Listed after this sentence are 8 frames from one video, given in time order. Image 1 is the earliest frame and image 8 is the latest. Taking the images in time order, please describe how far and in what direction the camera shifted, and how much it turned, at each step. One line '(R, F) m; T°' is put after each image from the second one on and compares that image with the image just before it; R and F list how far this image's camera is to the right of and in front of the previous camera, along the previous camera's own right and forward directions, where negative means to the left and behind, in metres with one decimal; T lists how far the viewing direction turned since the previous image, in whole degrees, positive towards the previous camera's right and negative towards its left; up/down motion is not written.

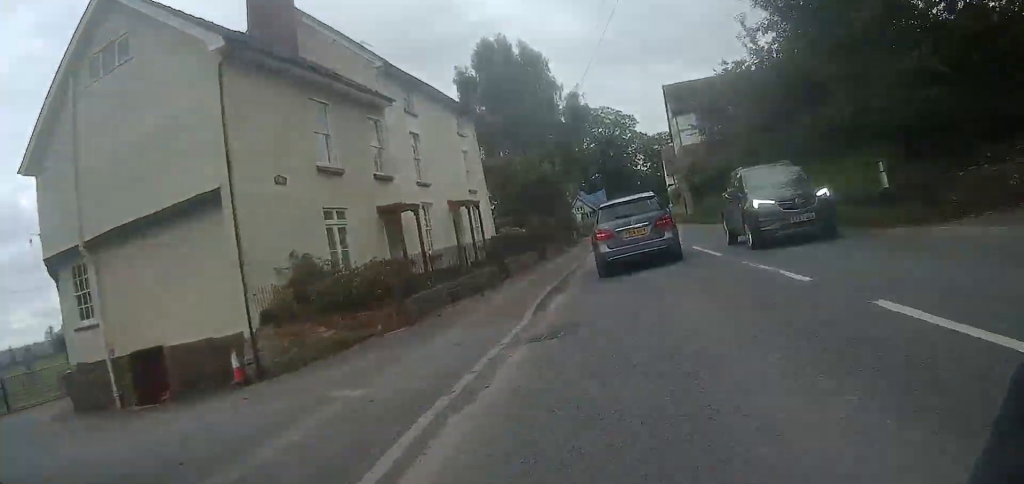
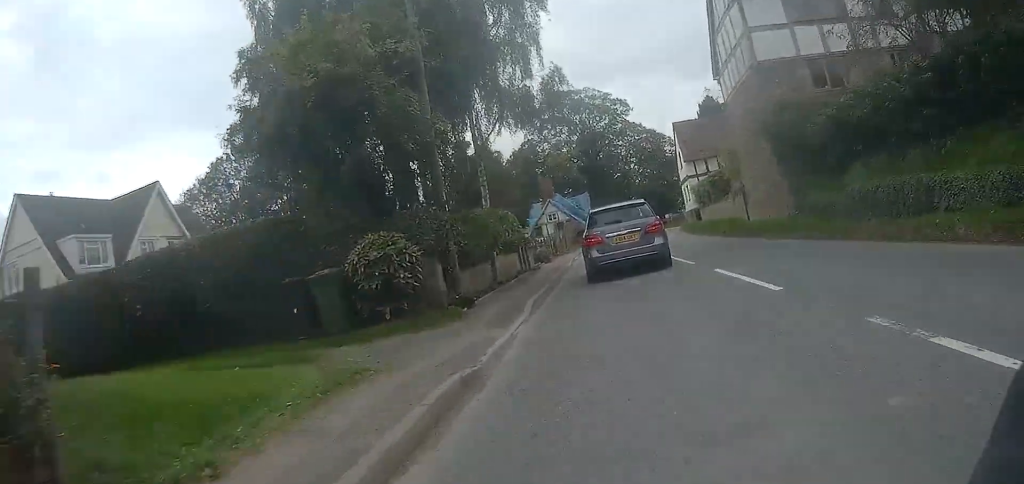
(+1.5, +26.4) m; +3°
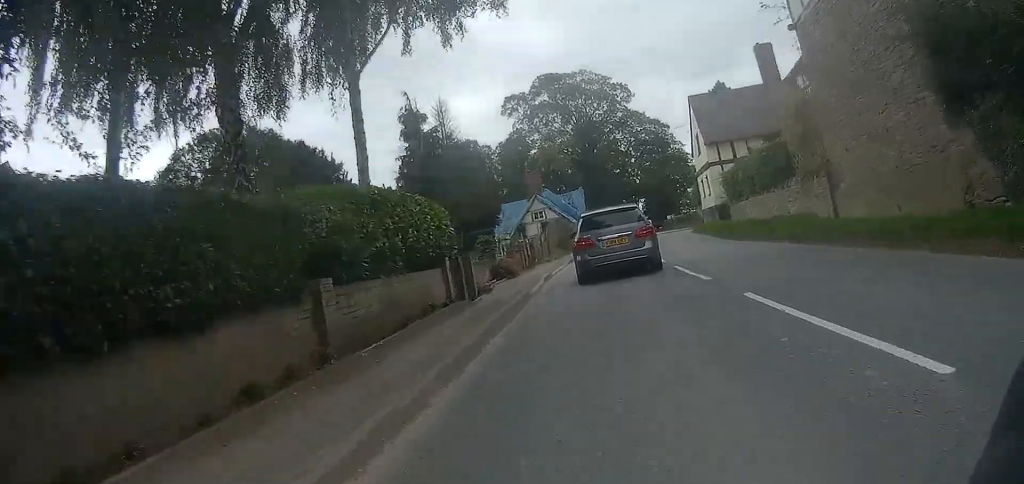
(0.0, +10.3) m; -1°
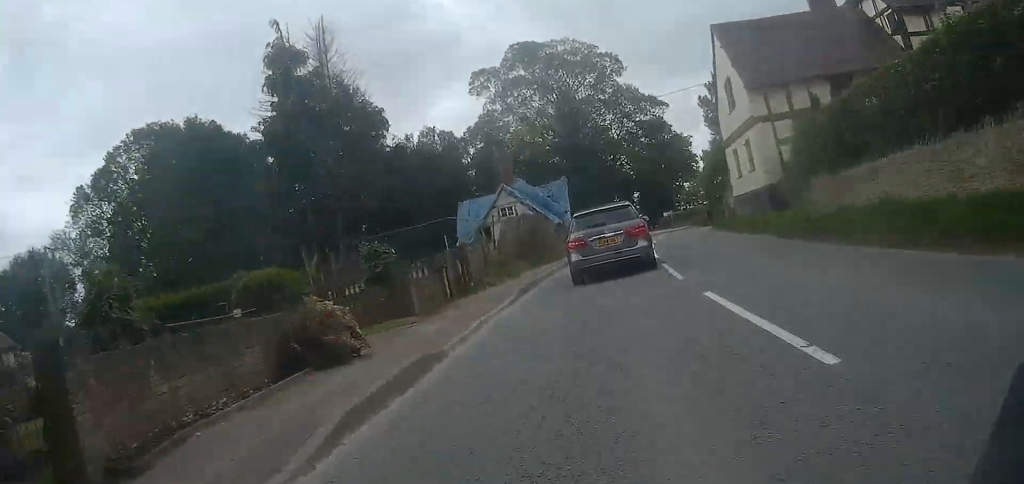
(-0.1, +13.2) m; +1°
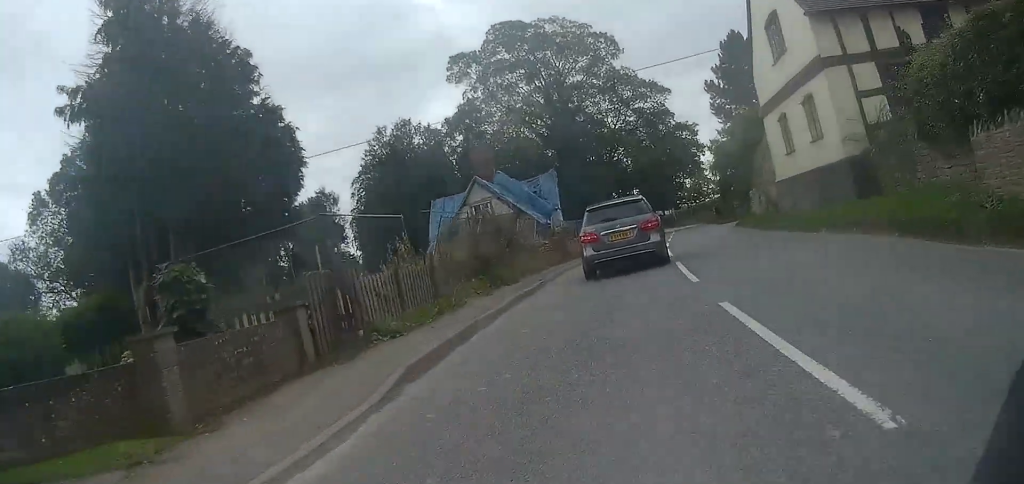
(+0.2, +7.8) m; +1°
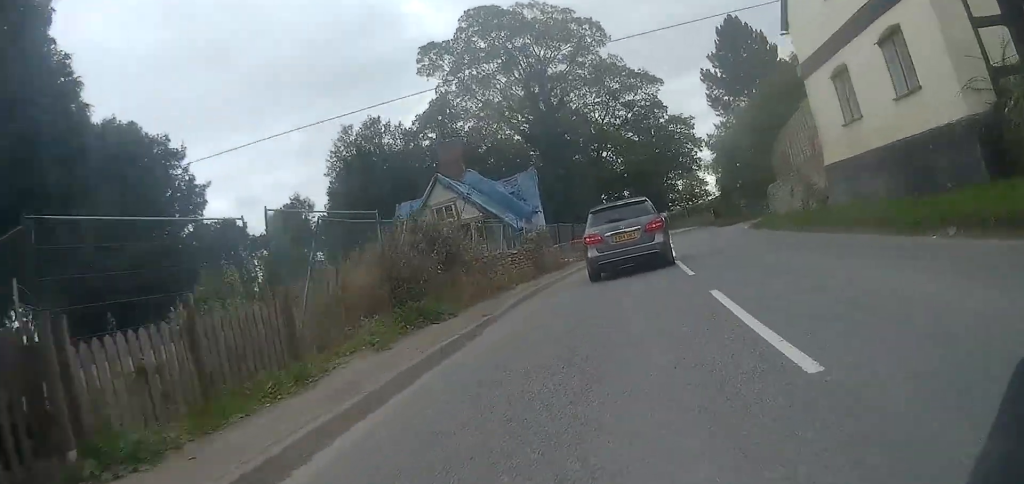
(+0.1, +5.7) m; +1°
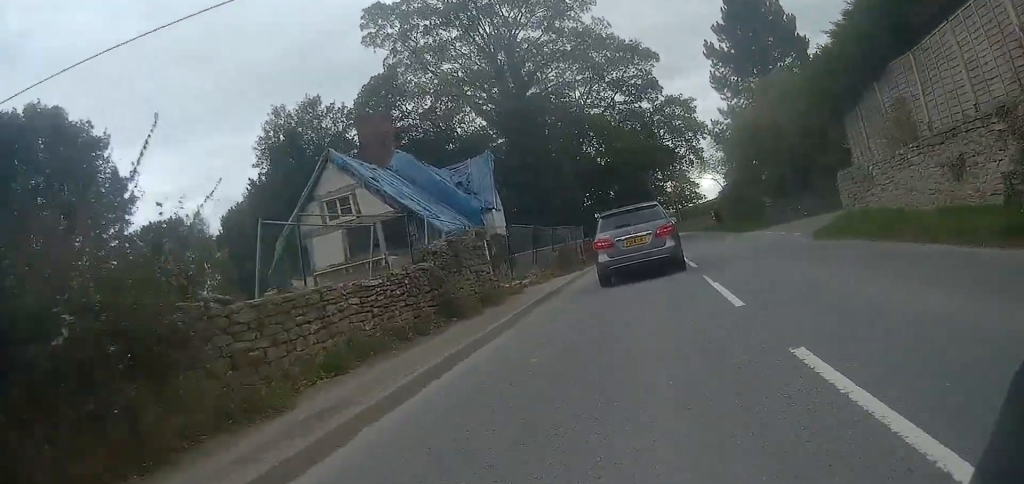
(0.0, +10.0) m; +1°
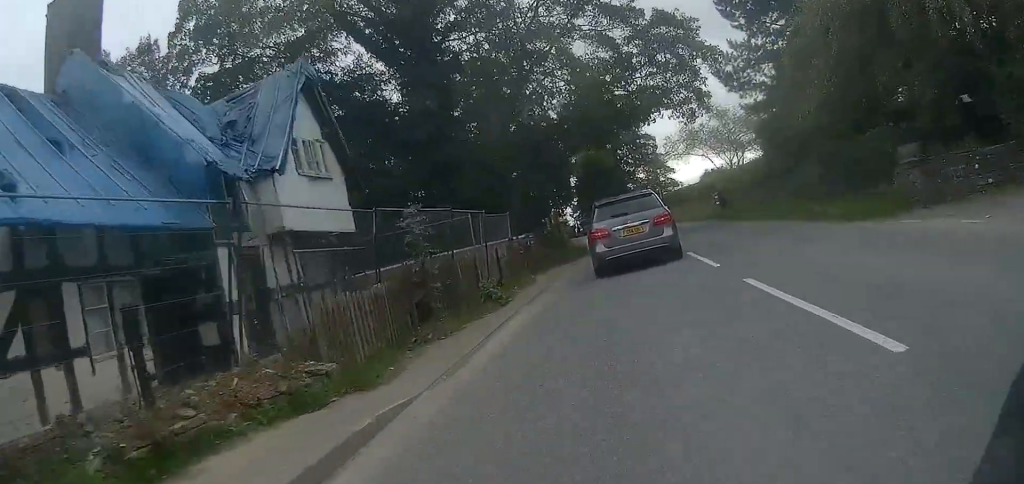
(+0.4, +16.4) m; +3°
